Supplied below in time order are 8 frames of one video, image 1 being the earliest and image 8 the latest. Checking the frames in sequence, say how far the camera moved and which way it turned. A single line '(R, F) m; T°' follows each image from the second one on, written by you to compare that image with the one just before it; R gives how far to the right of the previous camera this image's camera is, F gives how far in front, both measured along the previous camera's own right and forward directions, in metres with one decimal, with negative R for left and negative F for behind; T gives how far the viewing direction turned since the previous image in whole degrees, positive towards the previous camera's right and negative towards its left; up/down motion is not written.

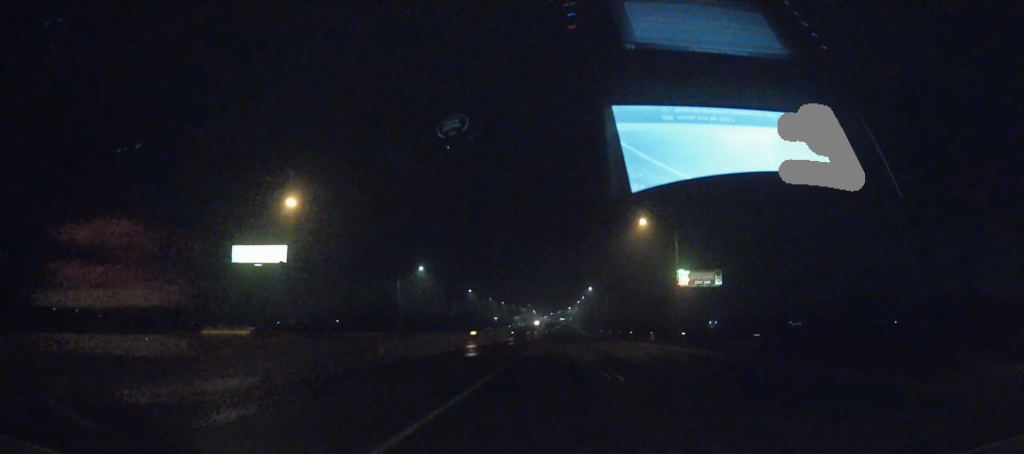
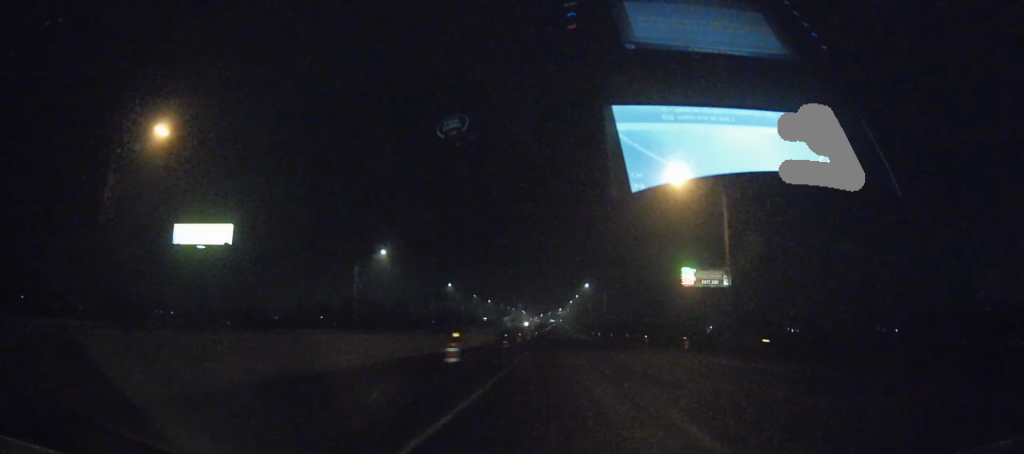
(+0.5, +21.2) m; +2°
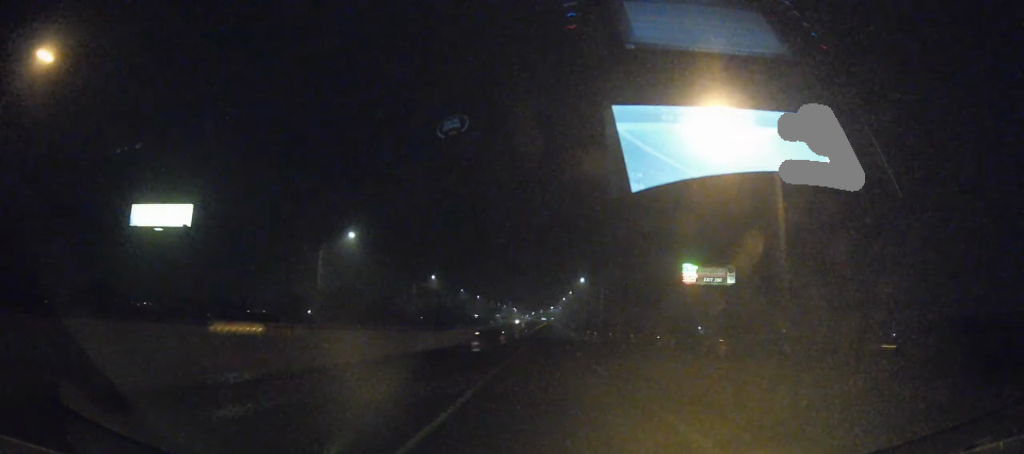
(0.0, +12.2) m; +1°
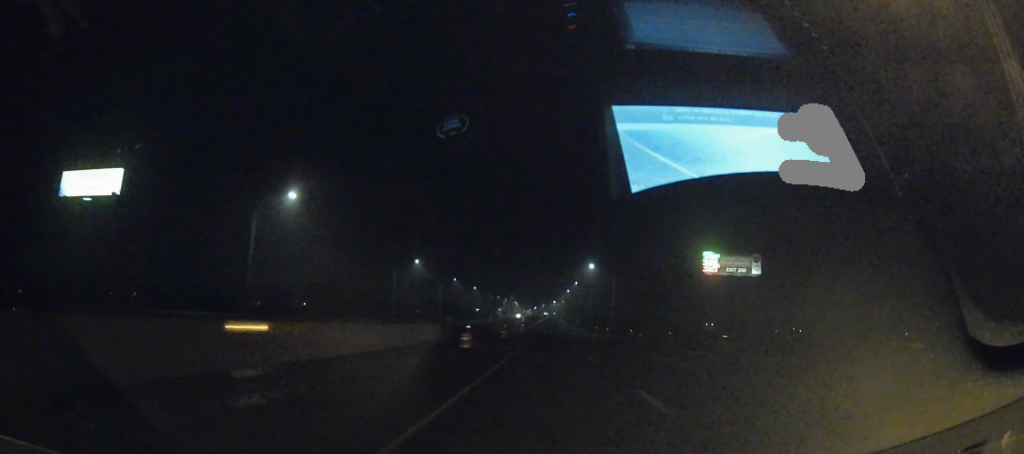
(+0.6, +20.4) m; 0°
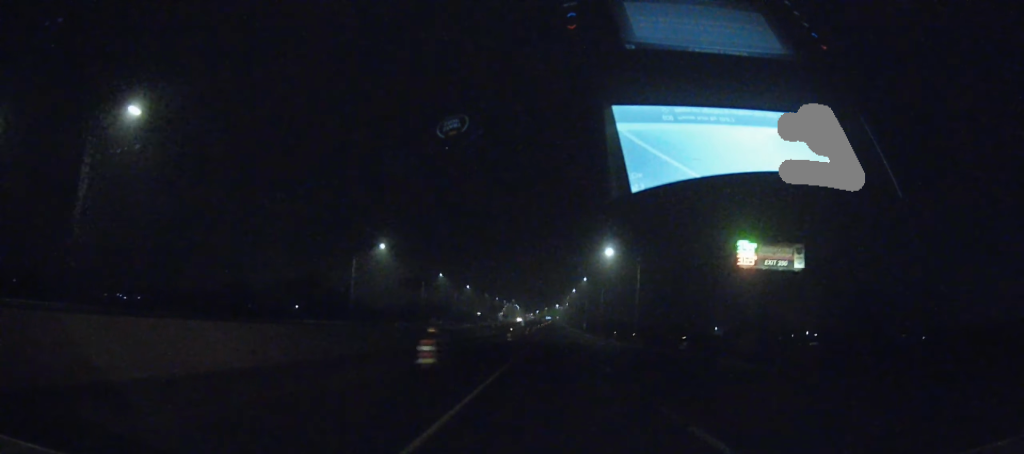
(-0.4, +27.8) m; 0°
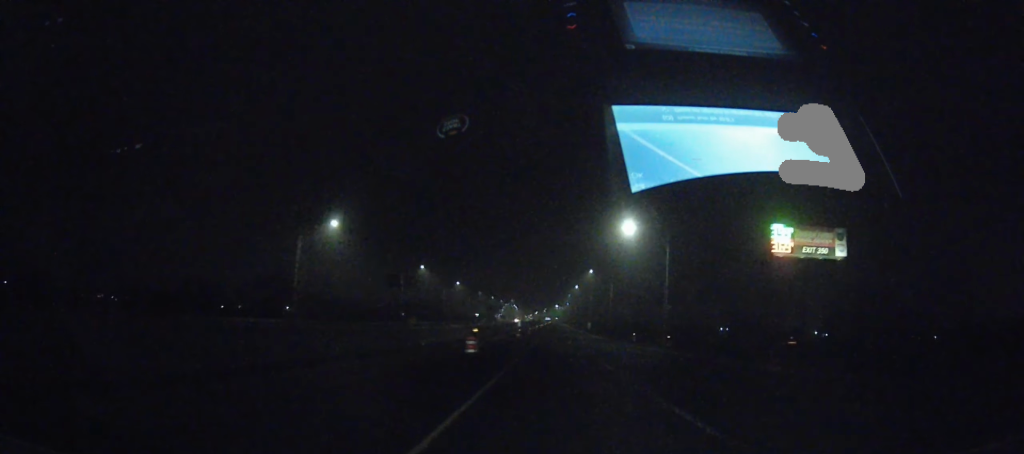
(0.0, +21.9) m; 0°
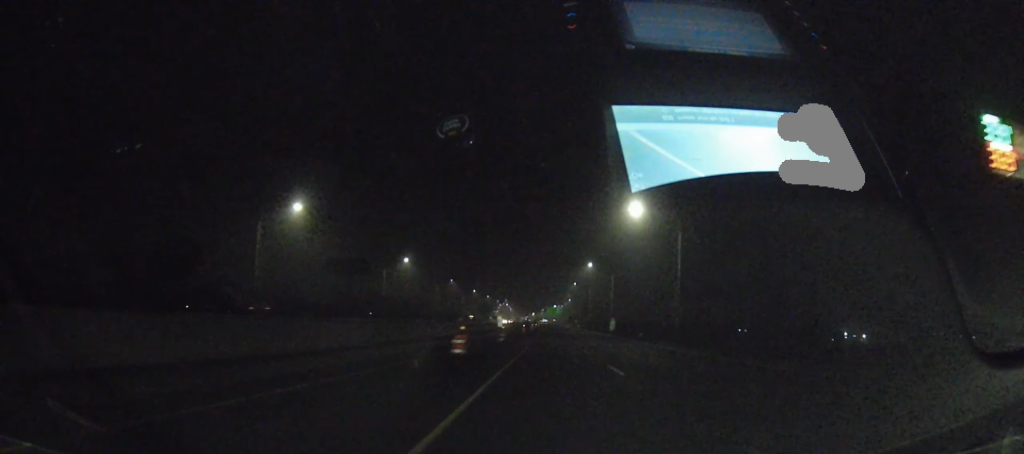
(+0.8, +66.0) m; +1°
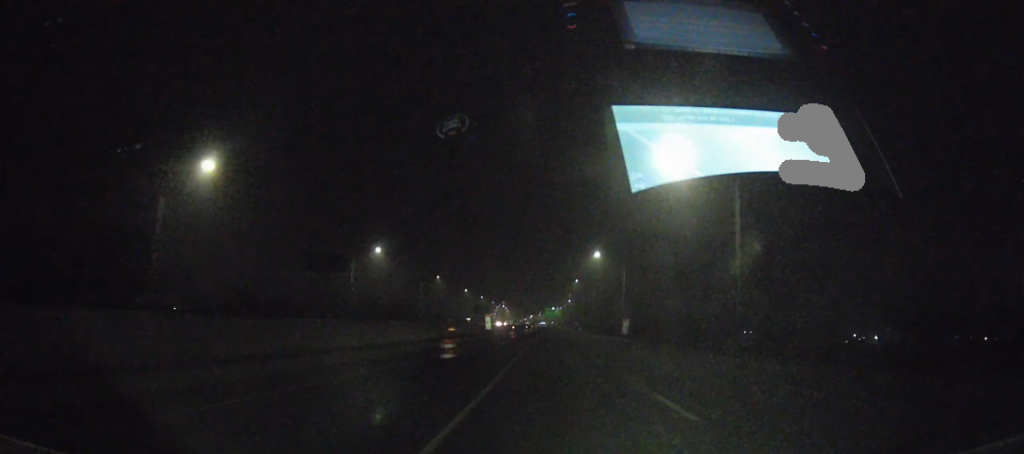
(+0.2, +19.5) m; 0°
